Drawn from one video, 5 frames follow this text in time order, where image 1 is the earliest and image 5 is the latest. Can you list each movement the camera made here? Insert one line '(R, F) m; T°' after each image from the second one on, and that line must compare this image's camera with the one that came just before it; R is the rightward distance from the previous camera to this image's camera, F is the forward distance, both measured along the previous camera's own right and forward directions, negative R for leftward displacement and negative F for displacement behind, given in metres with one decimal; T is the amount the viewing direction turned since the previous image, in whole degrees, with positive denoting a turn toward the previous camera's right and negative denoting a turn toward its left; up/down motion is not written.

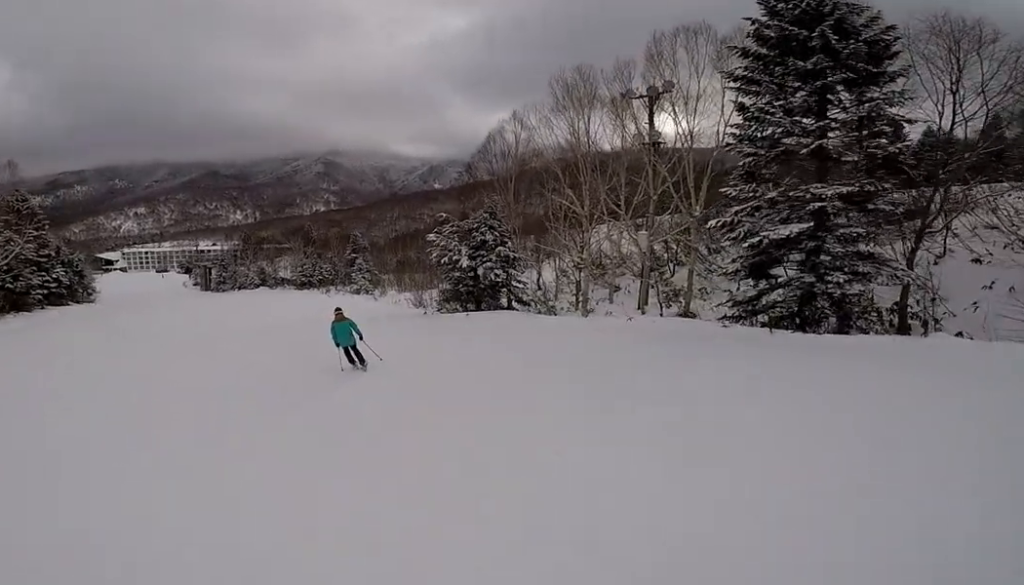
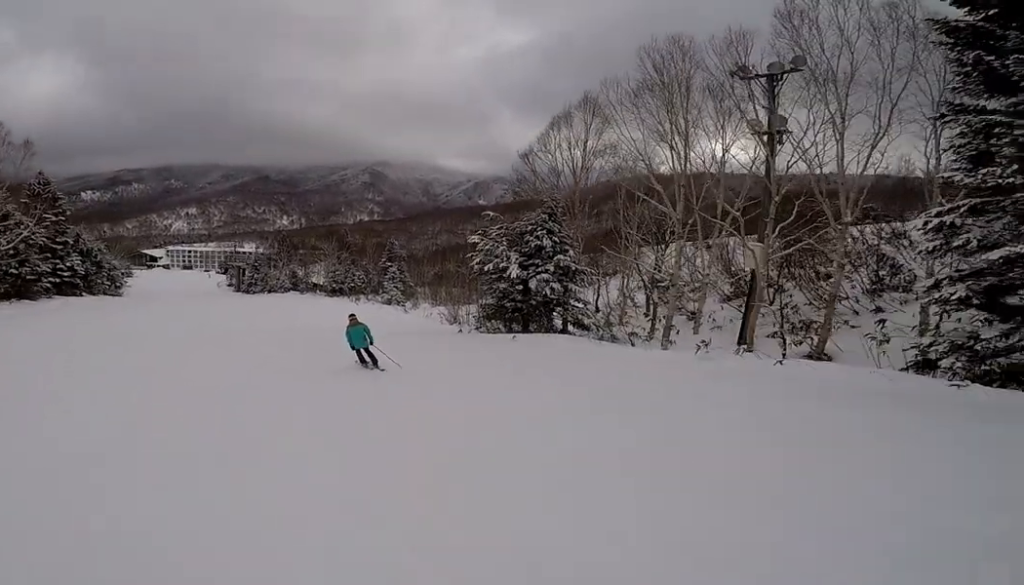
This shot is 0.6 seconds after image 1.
(+0.2, +4.9) m; -8°
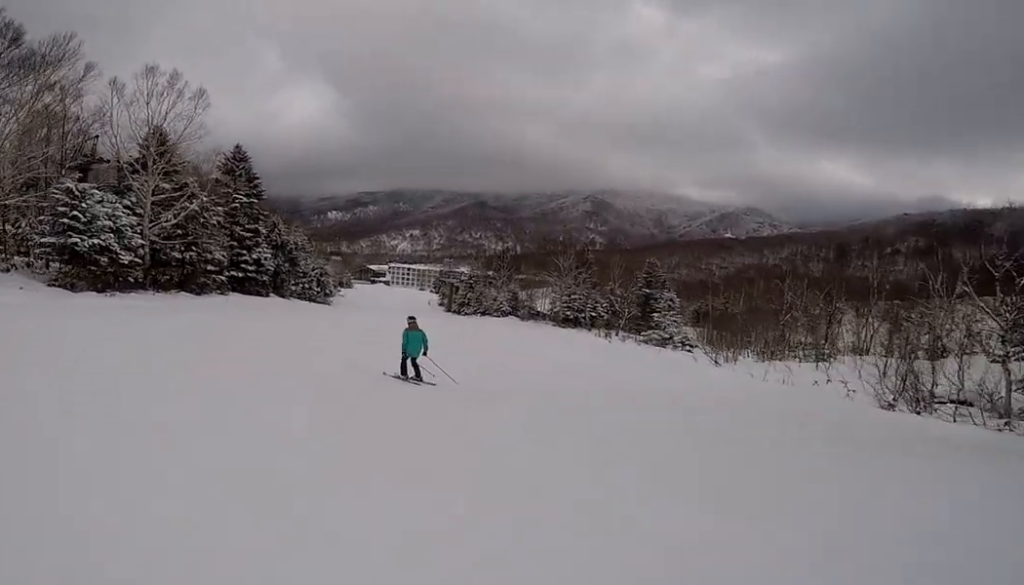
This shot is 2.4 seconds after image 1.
(-4.2, +13.8) m; -27°
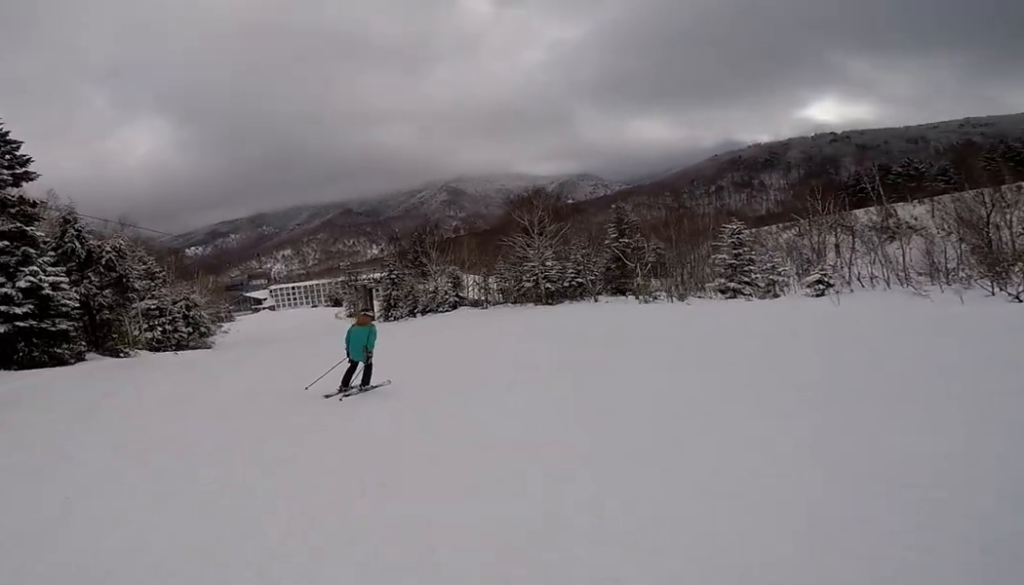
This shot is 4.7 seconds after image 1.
(+3.7, +15.3) m; +54°
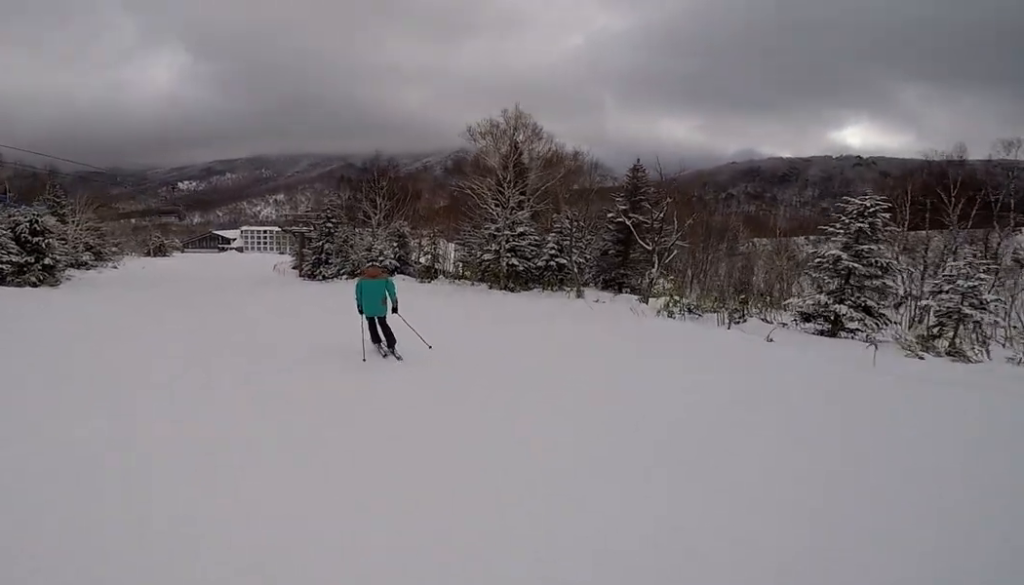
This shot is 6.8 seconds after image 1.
(-2.1, +12.5) m; -36°
